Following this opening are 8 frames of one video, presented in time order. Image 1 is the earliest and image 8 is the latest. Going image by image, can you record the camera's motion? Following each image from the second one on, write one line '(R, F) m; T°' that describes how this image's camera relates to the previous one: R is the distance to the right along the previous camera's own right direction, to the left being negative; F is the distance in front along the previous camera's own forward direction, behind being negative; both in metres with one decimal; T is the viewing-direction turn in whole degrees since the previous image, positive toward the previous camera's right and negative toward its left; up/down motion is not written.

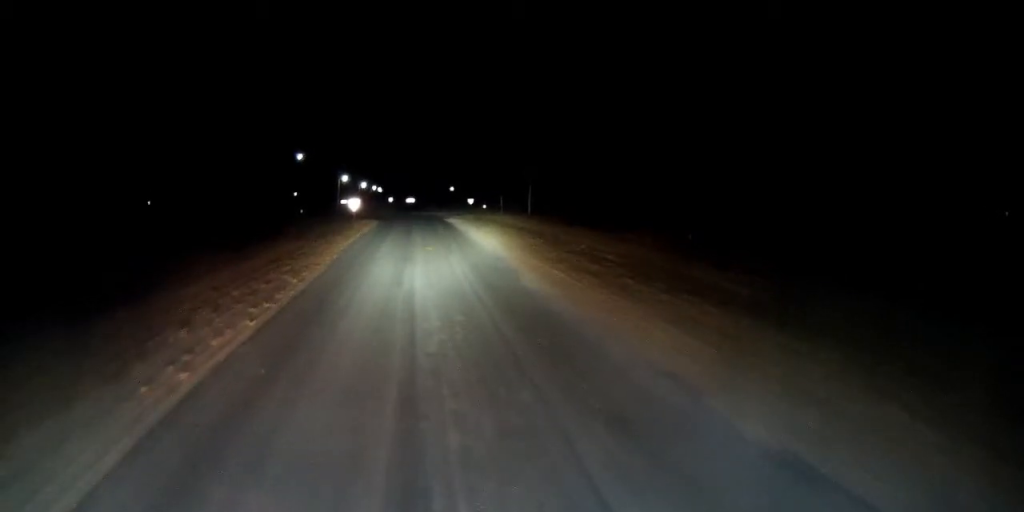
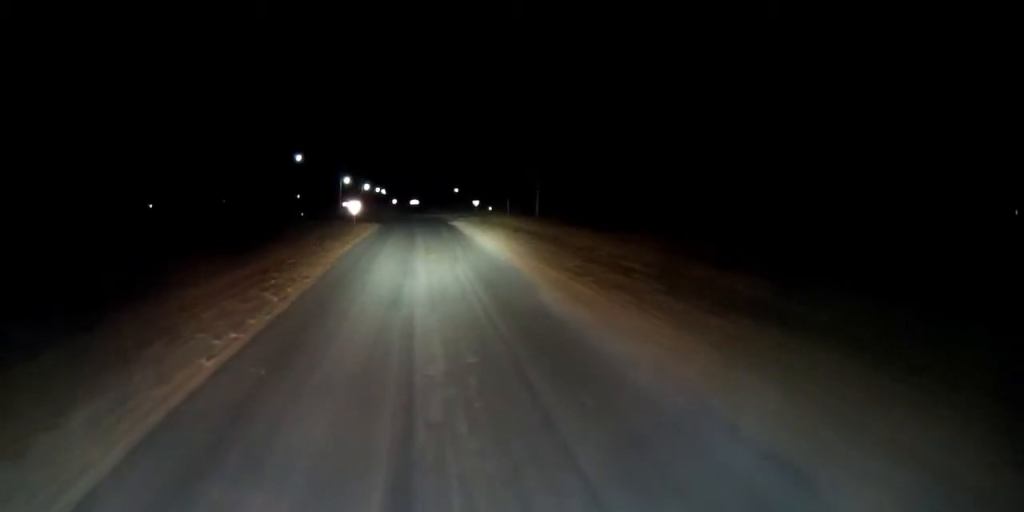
(0.0, +4.0) m; 0°
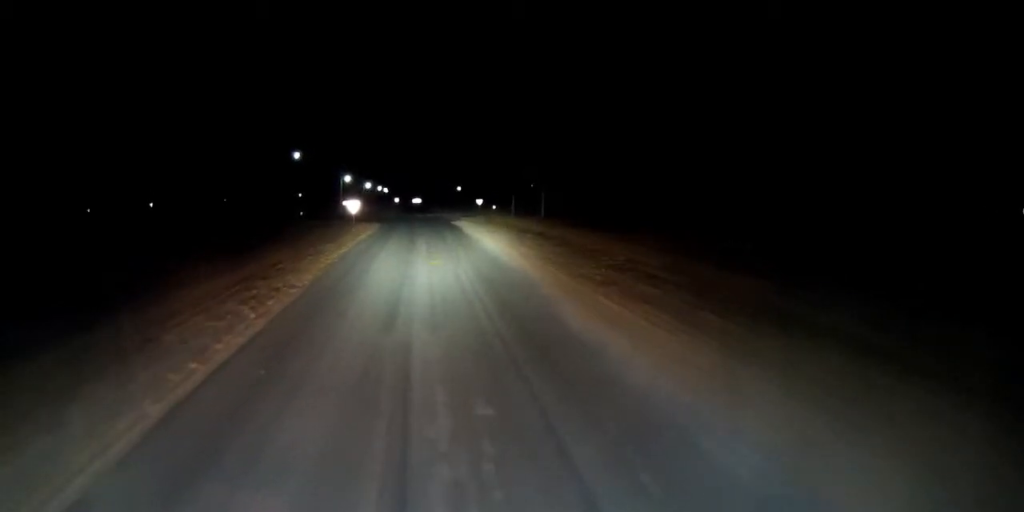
(0.0, +3.3) m; 0°
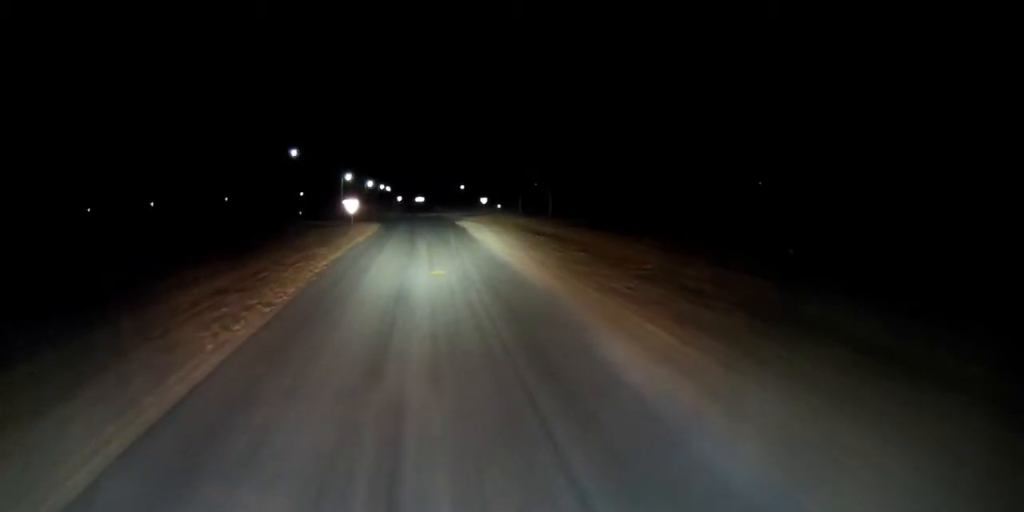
(0.0, +4.1) m; +1°
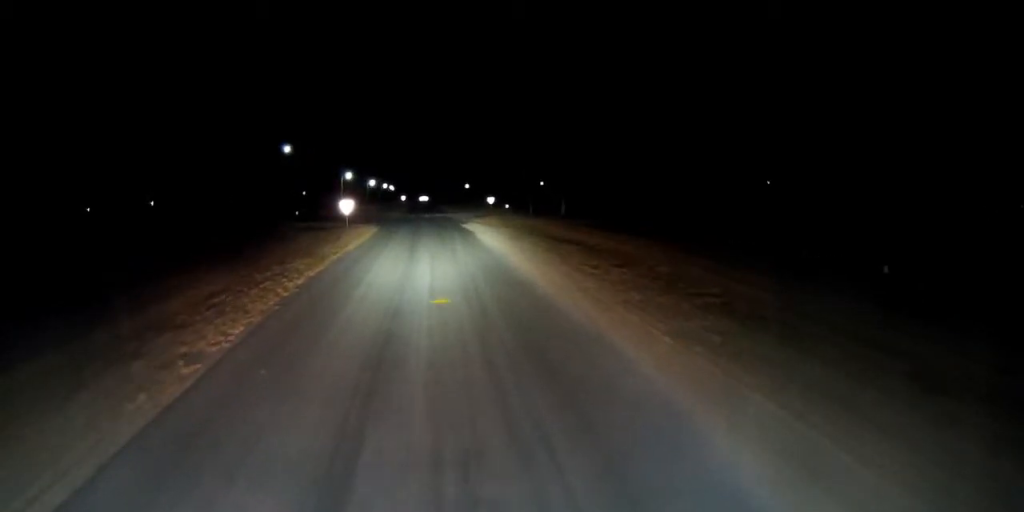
(+0.1, +7.0) m; 0°
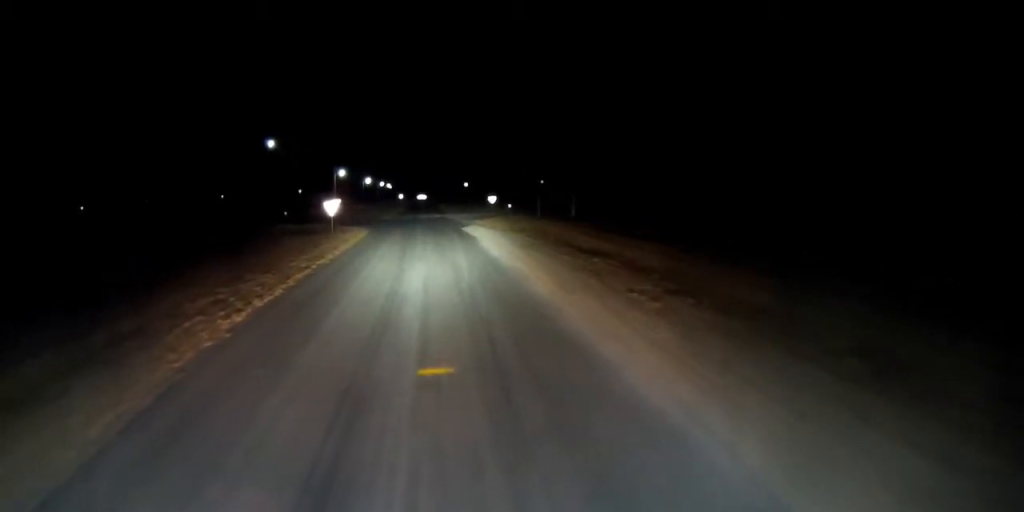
(-0.1, +7.6) m; -1°
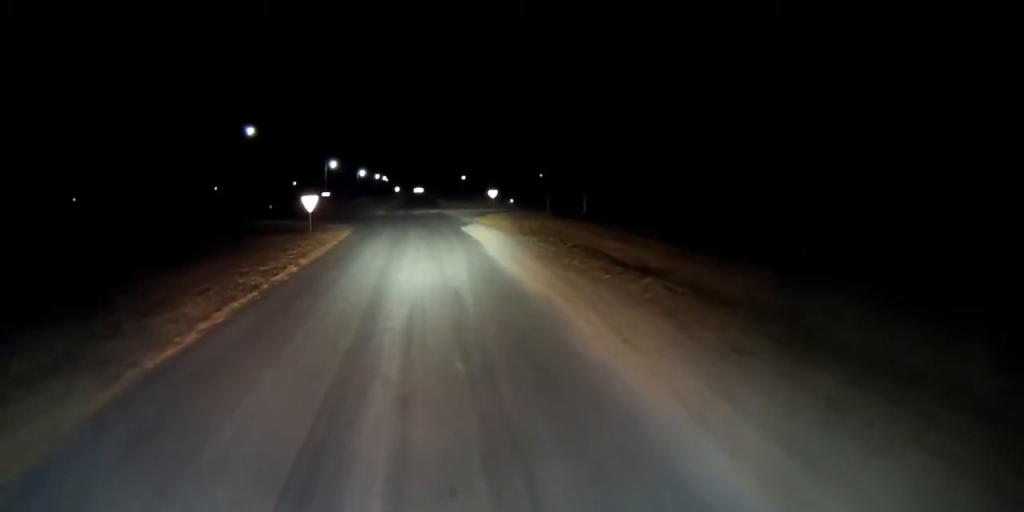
(0.0, +8.0) m; 0°
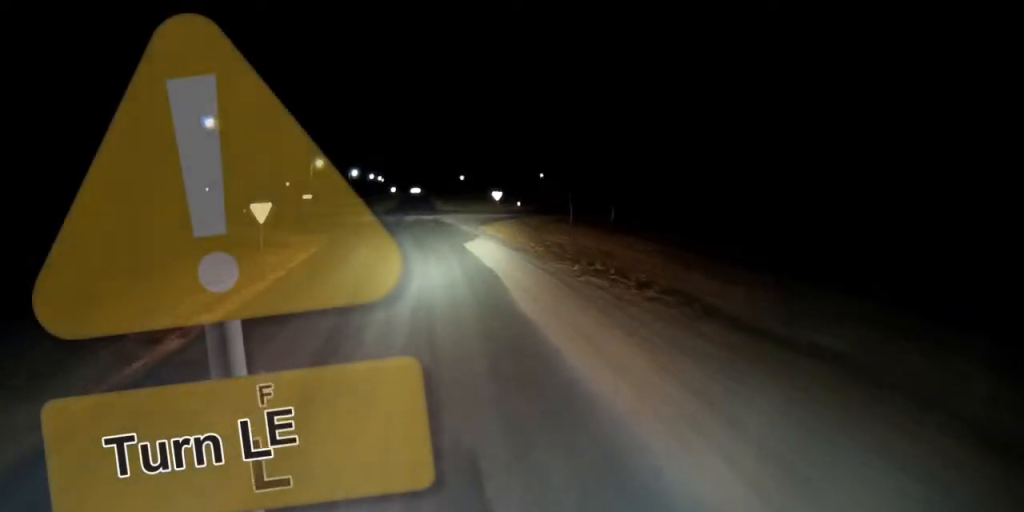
(0.0, +12.8) m; -1°
